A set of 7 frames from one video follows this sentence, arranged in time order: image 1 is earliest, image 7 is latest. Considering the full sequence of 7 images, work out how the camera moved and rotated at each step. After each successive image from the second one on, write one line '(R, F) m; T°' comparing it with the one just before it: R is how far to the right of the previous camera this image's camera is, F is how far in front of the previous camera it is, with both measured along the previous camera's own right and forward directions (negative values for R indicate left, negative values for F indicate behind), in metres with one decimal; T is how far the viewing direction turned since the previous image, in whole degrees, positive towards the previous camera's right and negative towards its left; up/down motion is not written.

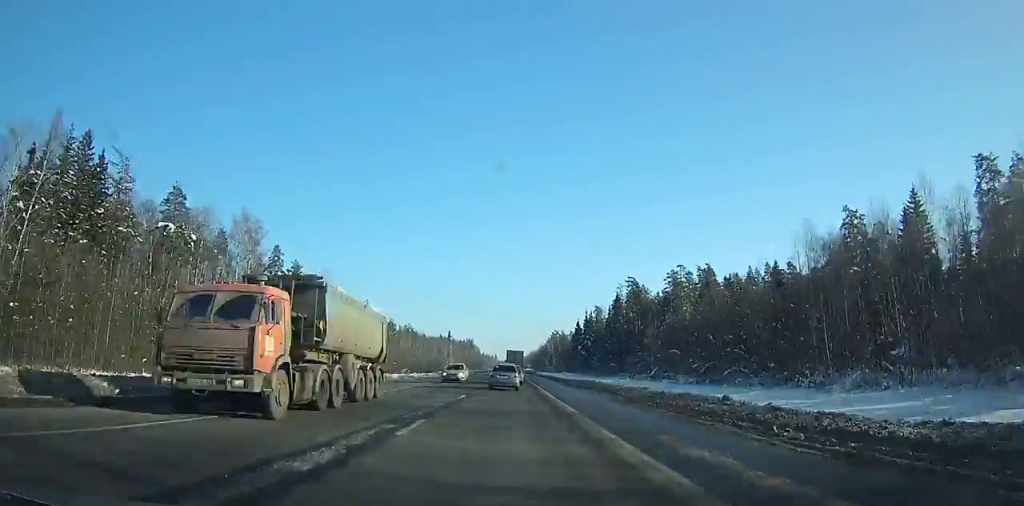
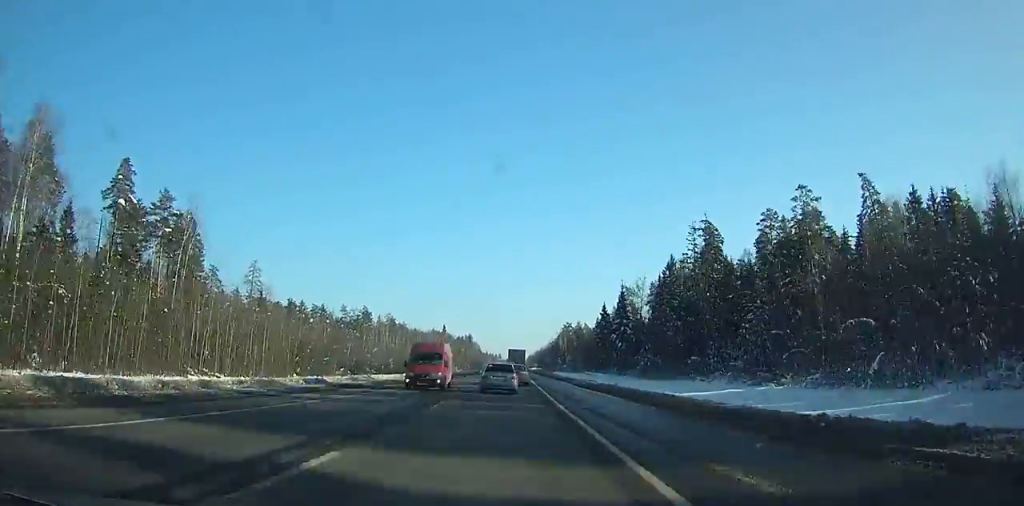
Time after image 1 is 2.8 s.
(-0.1, +62.0) m; -1°
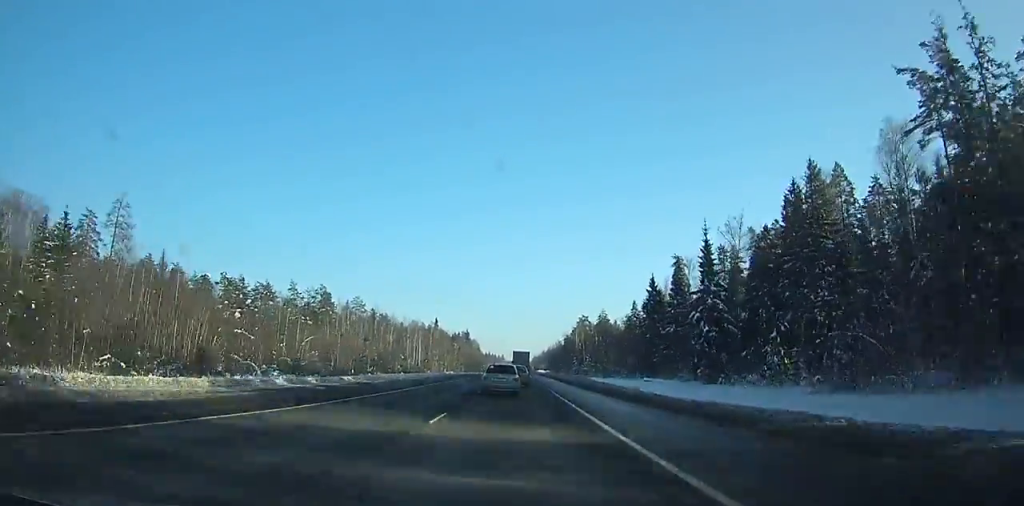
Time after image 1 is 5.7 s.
(-1.2, +61.6) m; -2°
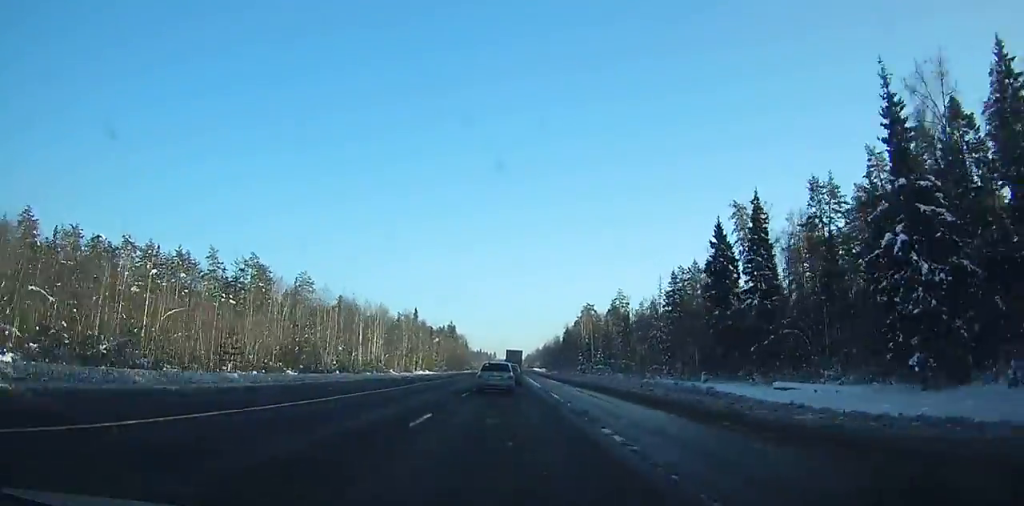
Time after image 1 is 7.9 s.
(-1.2, +45.6) m; 0°
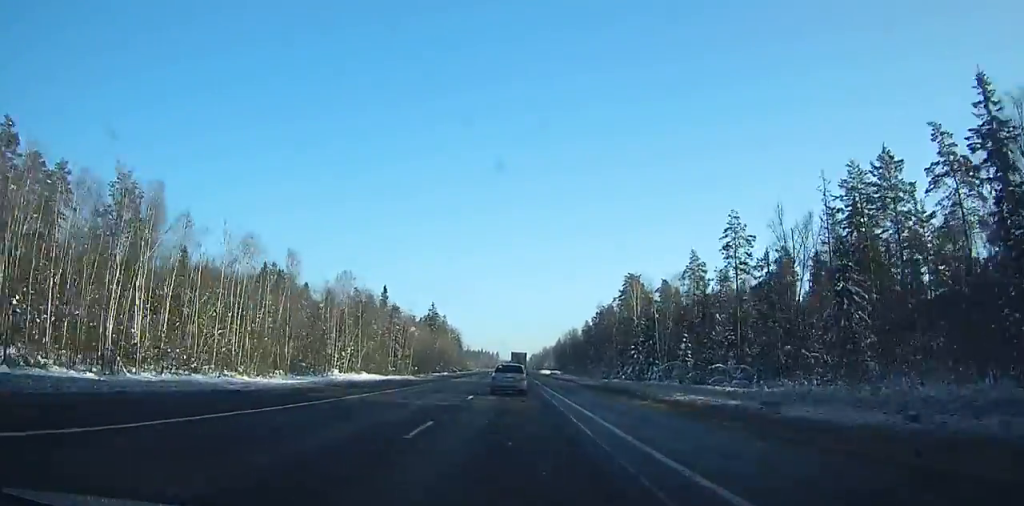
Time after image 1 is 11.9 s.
(+6.2, +84.4) m; +7°
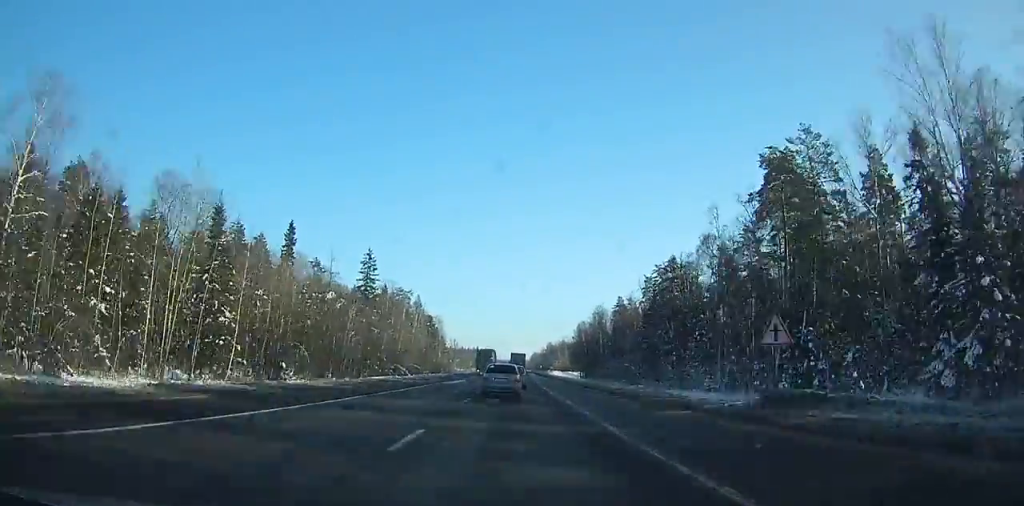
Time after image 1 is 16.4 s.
(+0.1, +100.8) m; 0°
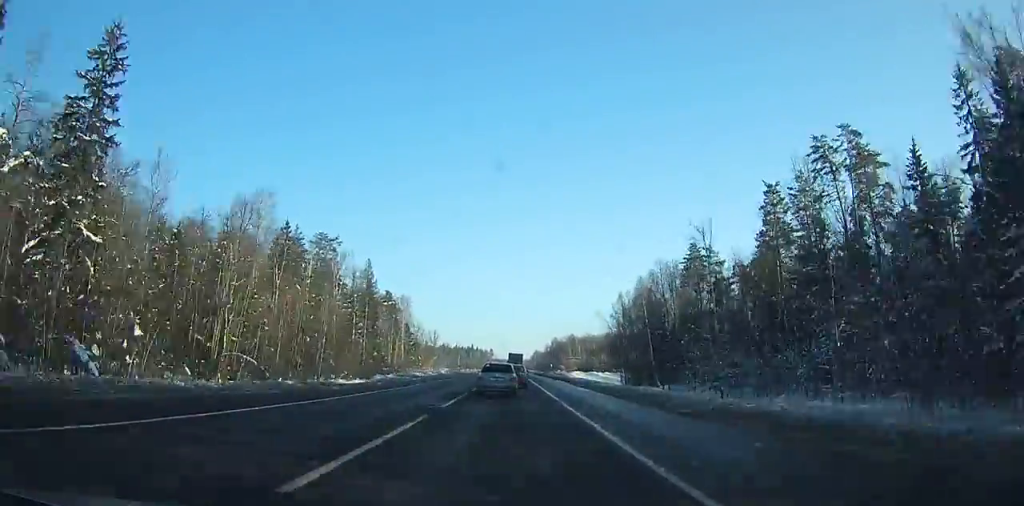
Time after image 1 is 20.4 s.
(-0.2, +88.5) m; -4°
